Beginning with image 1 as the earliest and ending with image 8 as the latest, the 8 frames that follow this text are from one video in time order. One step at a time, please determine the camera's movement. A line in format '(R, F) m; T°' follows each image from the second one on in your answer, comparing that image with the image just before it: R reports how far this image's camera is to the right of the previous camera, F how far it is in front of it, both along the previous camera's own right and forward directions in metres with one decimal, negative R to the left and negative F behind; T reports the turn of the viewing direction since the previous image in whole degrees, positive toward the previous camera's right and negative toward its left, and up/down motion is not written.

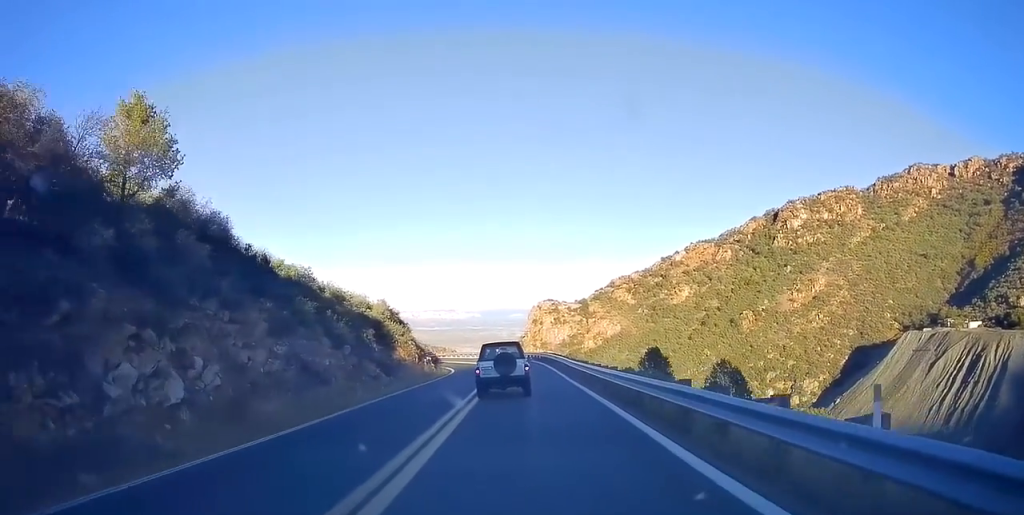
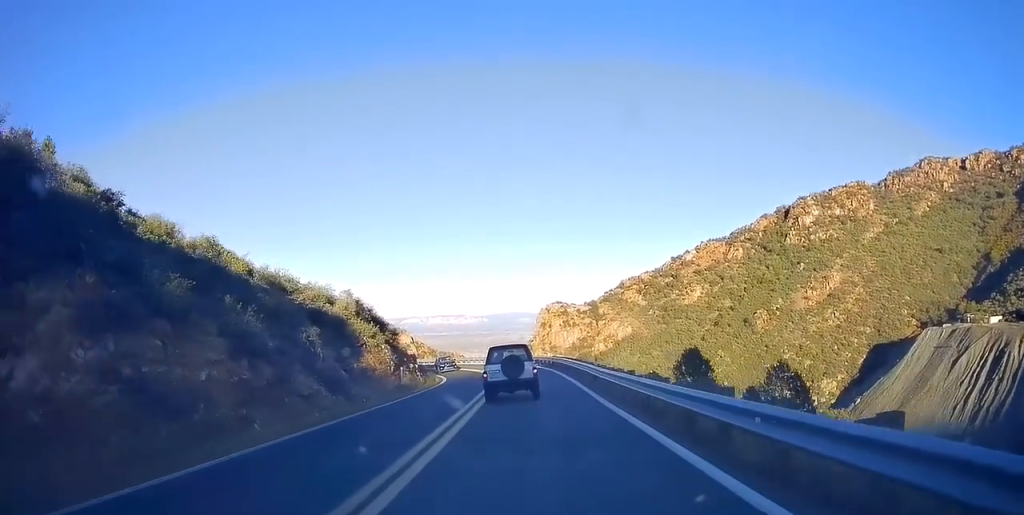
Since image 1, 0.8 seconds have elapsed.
(-0.3, +9.7) m; -3°
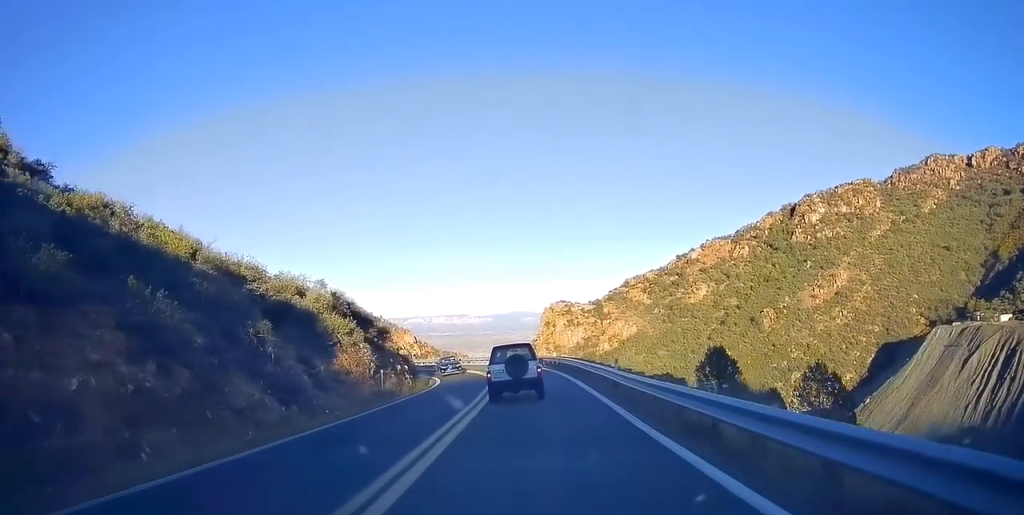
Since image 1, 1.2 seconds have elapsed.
(+0.1, +4.9) m; -1°
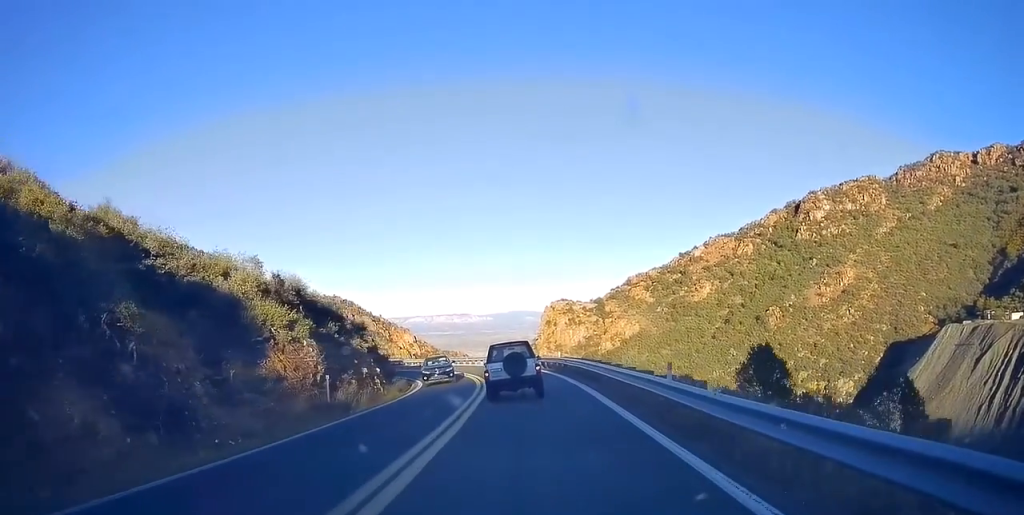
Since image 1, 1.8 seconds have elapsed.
(-0.2, +7.4) m; -1°
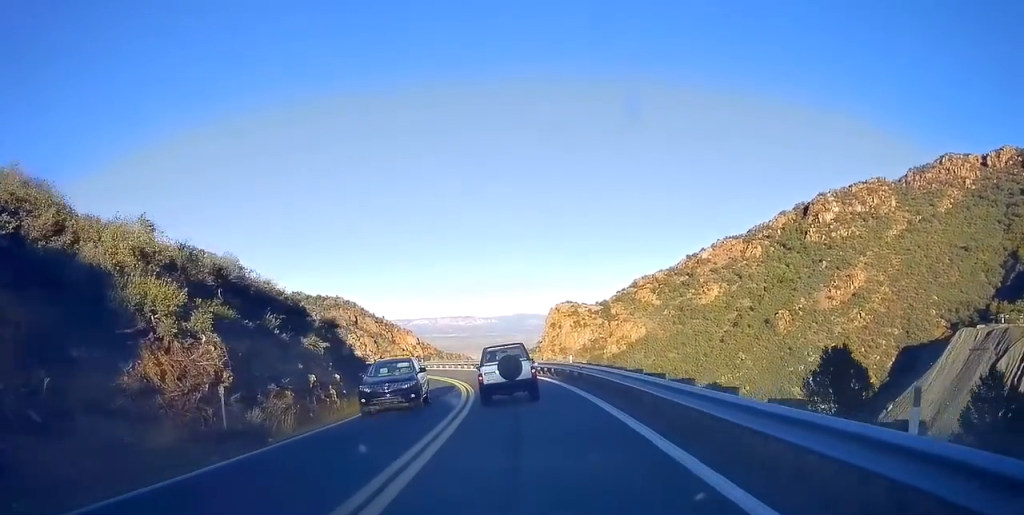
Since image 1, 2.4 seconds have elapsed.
(-0.4, +7.4) m; 0°
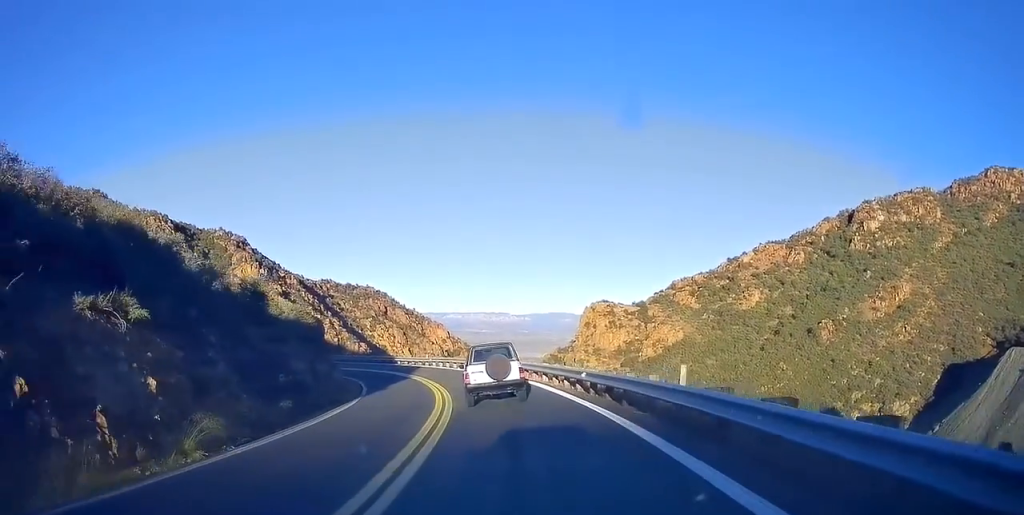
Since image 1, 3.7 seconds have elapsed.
(+0.3, +15.2) m; -3°
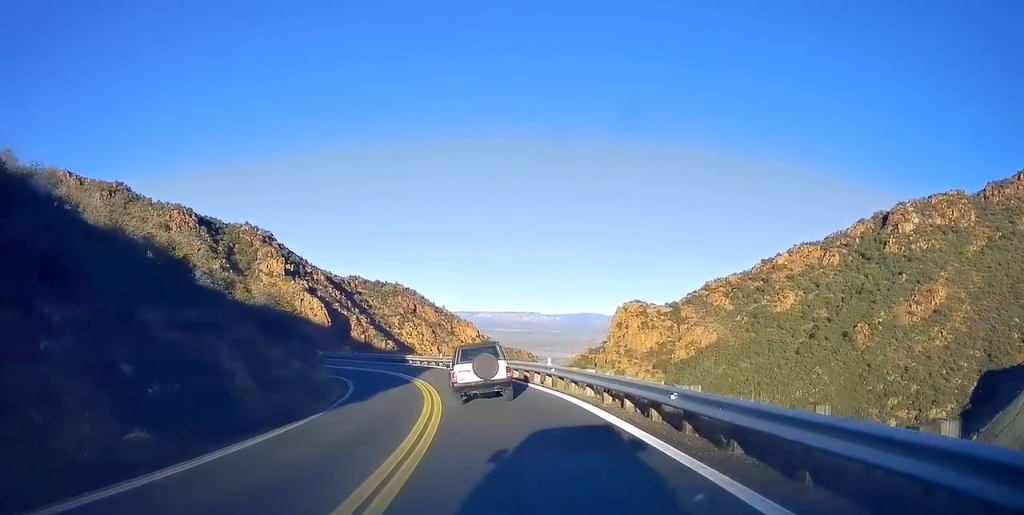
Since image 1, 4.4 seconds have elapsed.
(-0.6, +8.0) m; -3°
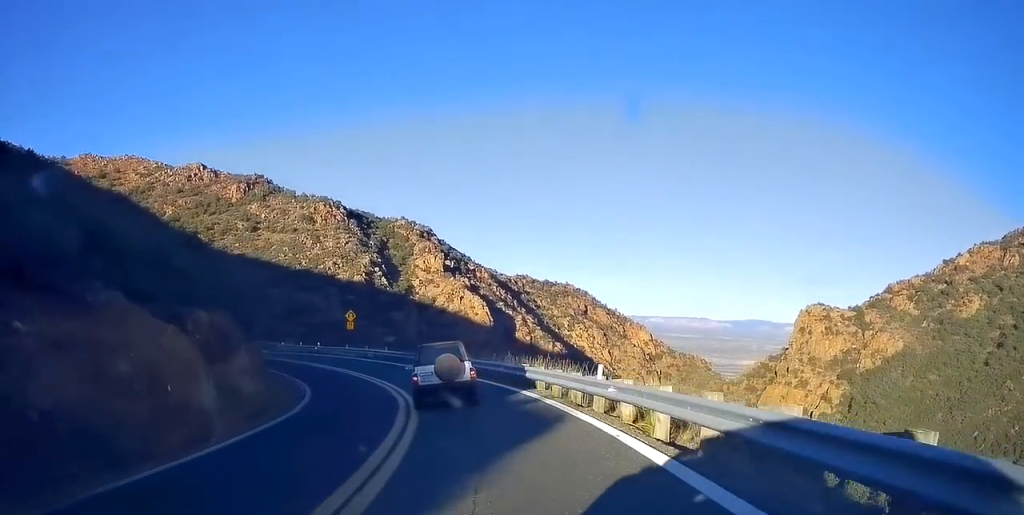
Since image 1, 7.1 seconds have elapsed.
(-4.0, +31.0) m; -18°
